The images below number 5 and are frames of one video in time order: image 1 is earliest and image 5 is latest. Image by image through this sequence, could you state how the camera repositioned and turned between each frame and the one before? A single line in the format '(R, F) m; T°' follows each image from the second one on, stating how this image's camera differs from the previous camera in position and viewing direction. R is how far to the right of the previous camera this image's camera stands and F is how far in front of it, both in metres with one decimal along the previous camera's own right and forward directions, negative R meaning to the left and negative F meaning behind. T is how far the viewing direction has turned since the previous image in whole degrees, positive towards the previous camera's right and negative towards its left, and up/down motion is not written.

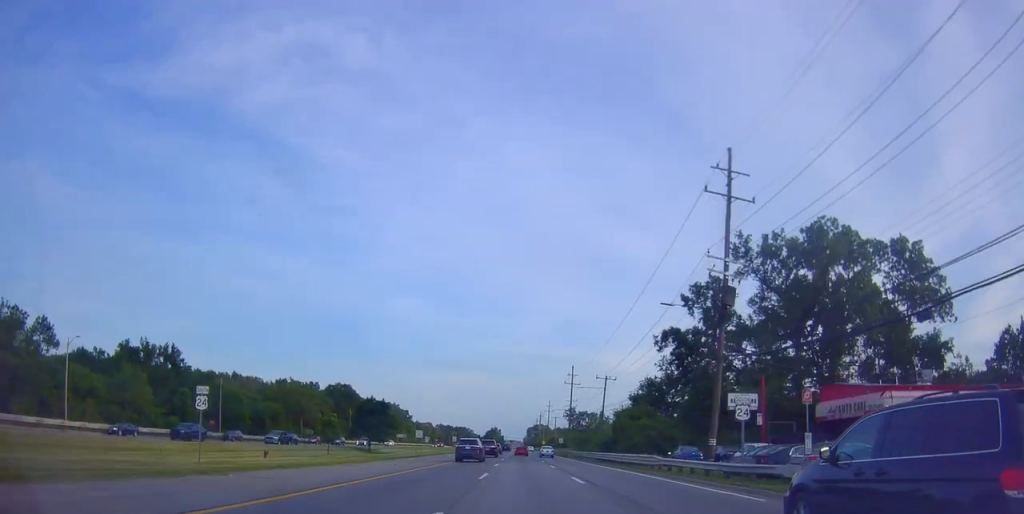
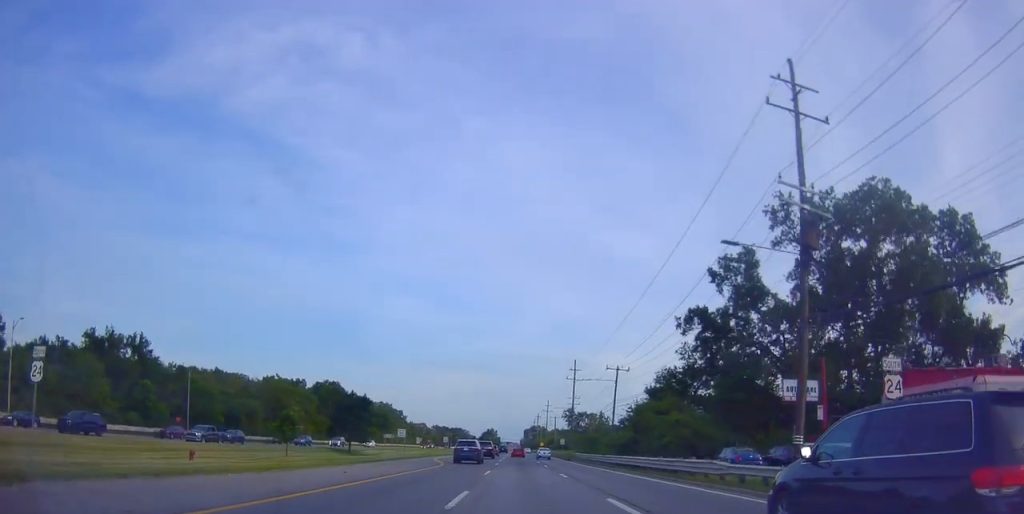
(-0.2, +9.9) m; 0°
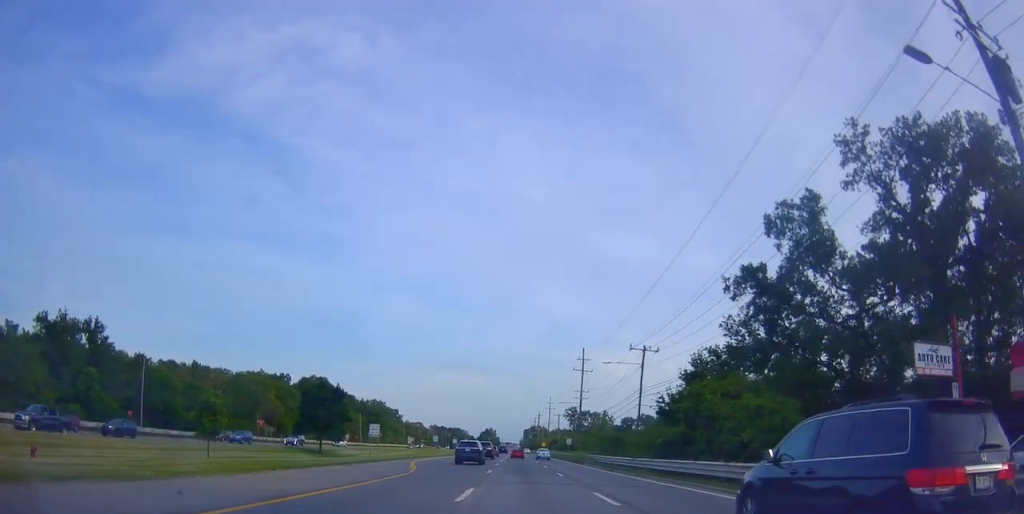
(+0.2, +12.9) m; 0°
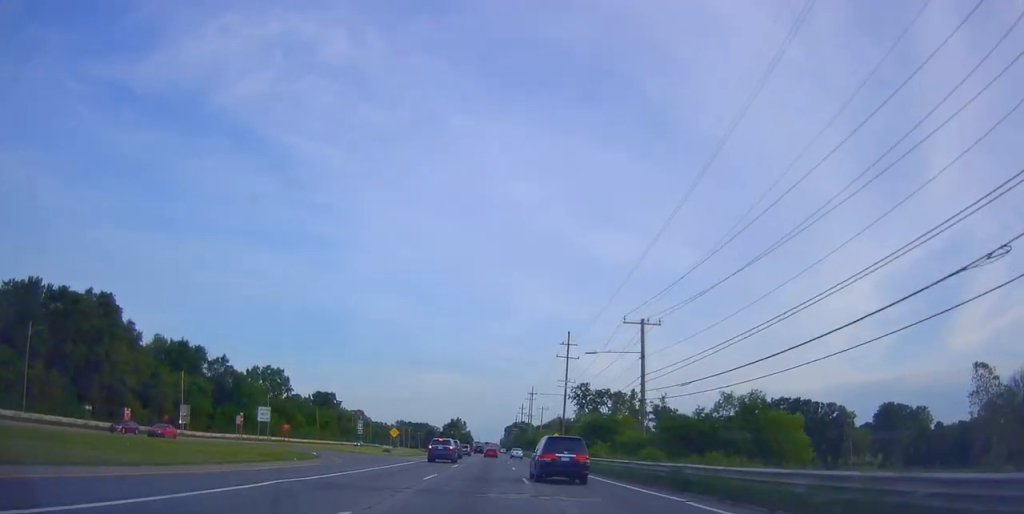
(+1.7, +99.0) m; +2°
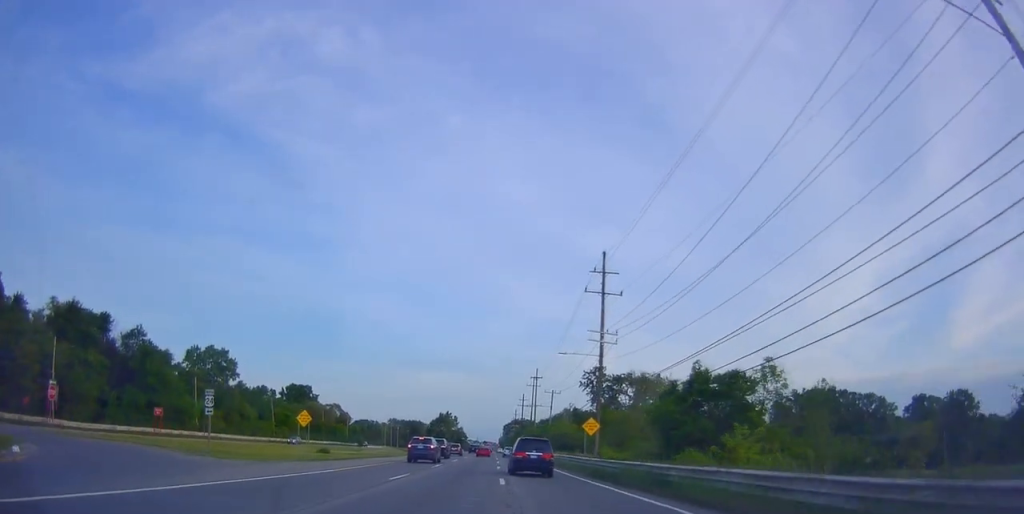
(-0.3, +31.7) m; 0°
